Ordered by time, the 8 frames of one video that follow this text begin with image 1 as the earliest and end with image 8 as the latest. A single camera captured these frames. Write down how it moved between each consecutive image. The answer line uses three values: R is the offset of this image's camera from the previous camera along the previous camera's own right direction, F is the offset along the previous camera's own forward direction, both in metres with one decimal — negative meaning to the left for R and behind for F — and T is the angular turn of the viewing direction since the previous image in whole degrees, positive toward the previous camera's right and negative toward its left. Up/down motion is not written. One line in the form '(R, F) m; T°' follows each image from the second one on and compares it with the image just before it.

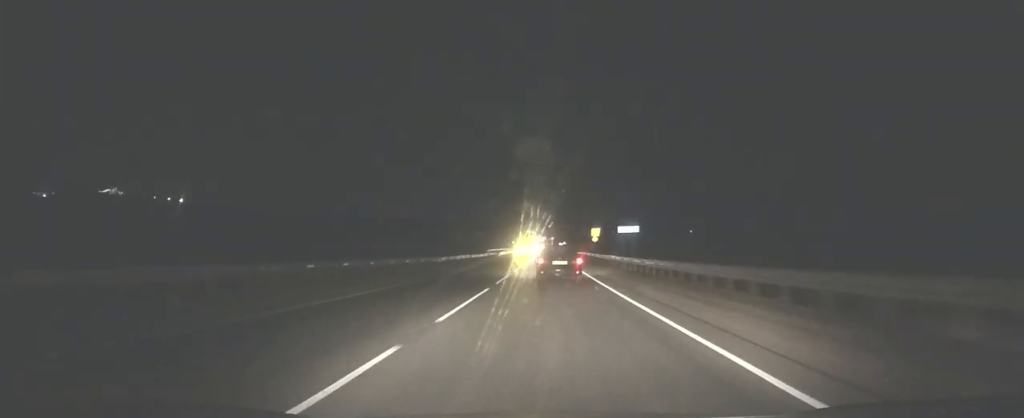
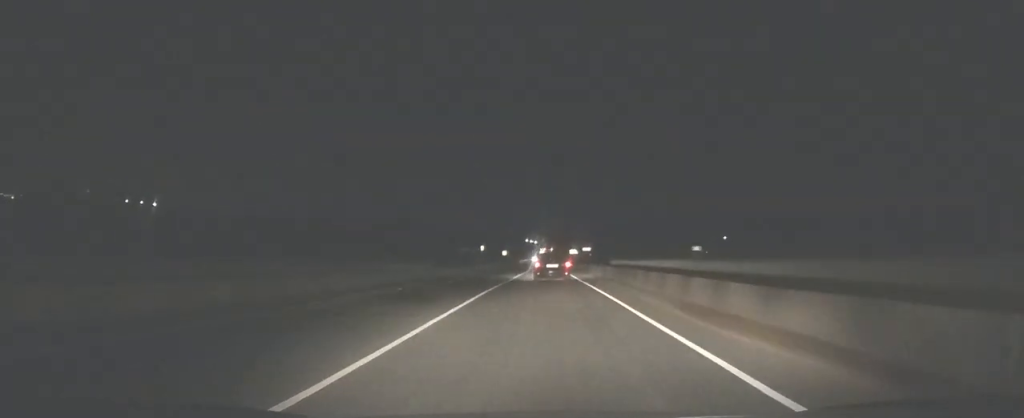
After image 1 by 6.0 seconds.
(+0.2, +124.5) m; 0°
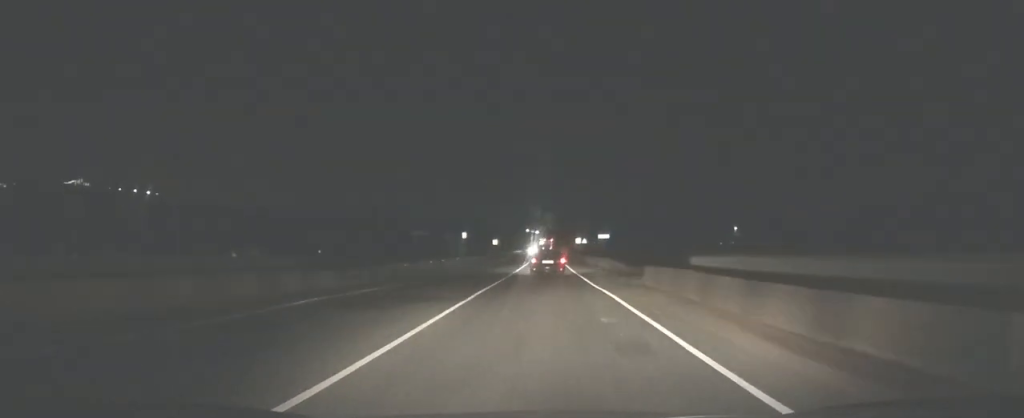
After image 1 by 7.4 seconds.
(-0.1, +29.5) m; 0°
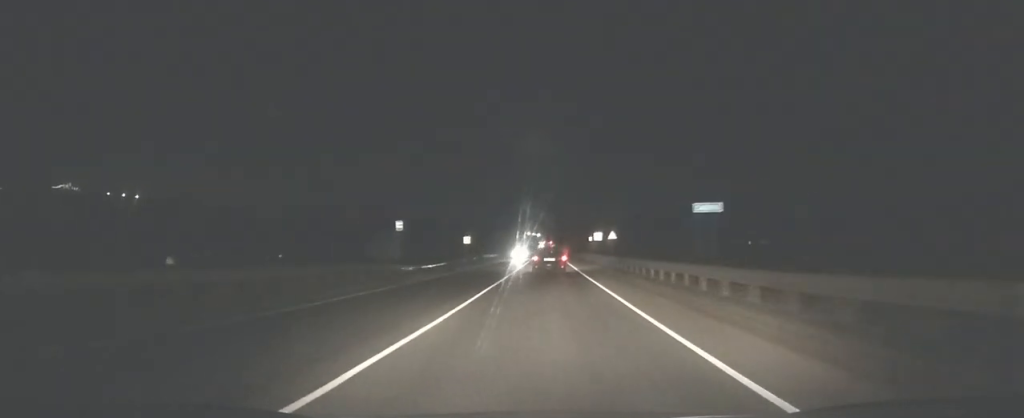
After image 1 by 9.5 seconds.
(+0.2, +44.8) m; 0°
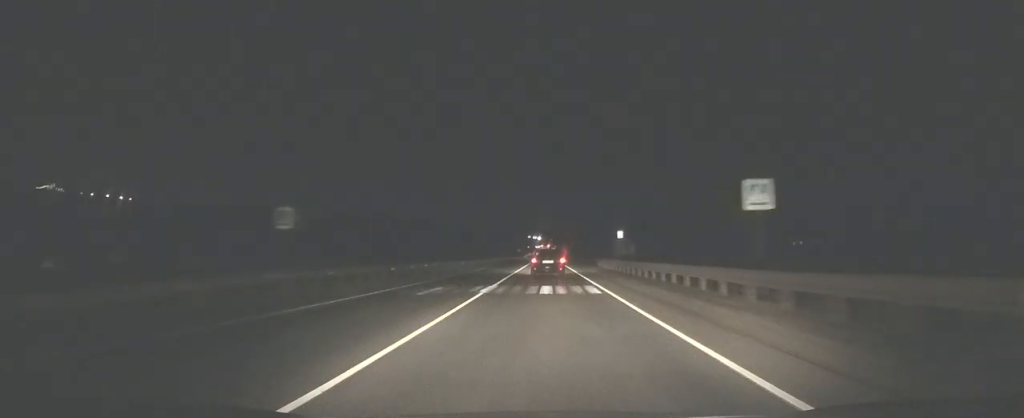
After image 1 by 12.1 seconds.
(+0.2, +55.2) m; 0°
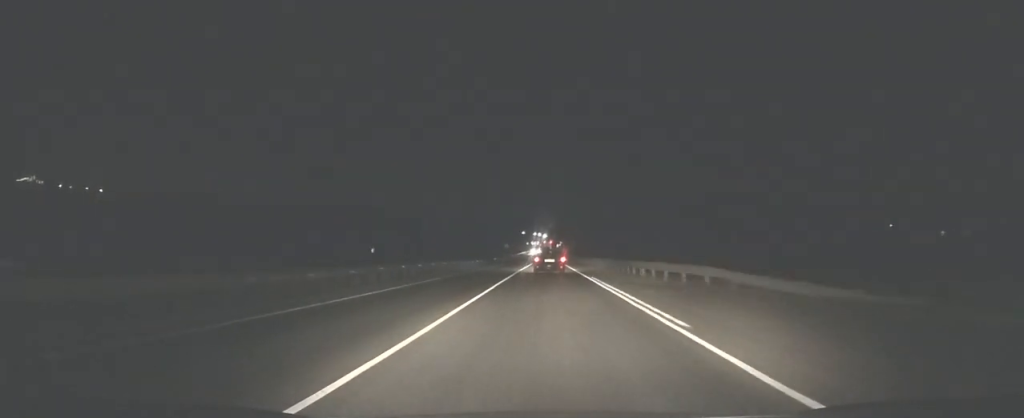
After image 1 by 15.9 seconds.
(0.0, +80.0) m; 0°
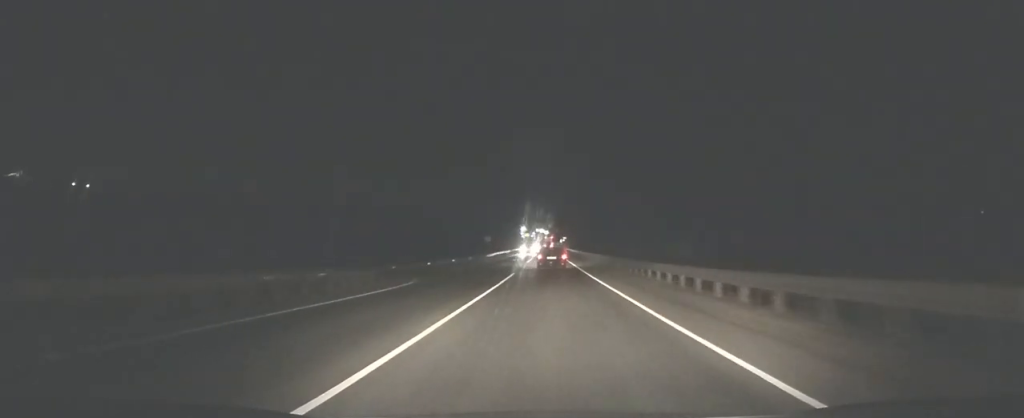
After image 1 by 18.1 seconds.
(-0.1, +46.4) m; 0°
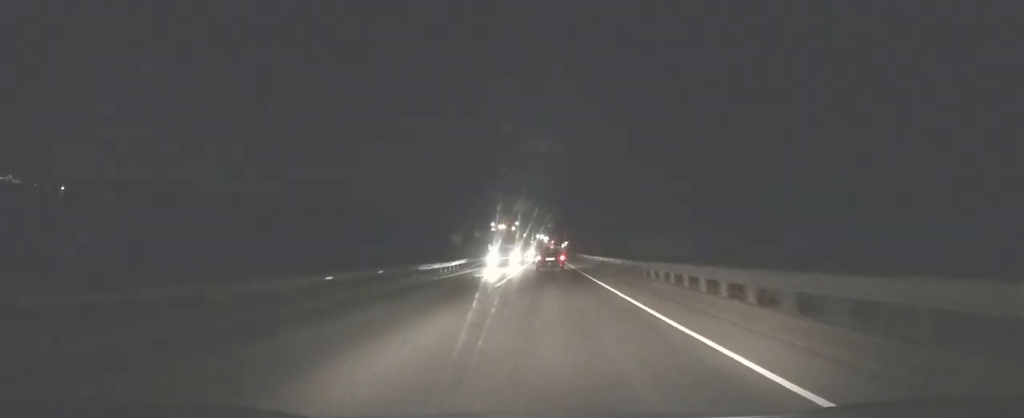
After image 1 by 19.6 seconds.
(0.0, +32.0) m; 0°
